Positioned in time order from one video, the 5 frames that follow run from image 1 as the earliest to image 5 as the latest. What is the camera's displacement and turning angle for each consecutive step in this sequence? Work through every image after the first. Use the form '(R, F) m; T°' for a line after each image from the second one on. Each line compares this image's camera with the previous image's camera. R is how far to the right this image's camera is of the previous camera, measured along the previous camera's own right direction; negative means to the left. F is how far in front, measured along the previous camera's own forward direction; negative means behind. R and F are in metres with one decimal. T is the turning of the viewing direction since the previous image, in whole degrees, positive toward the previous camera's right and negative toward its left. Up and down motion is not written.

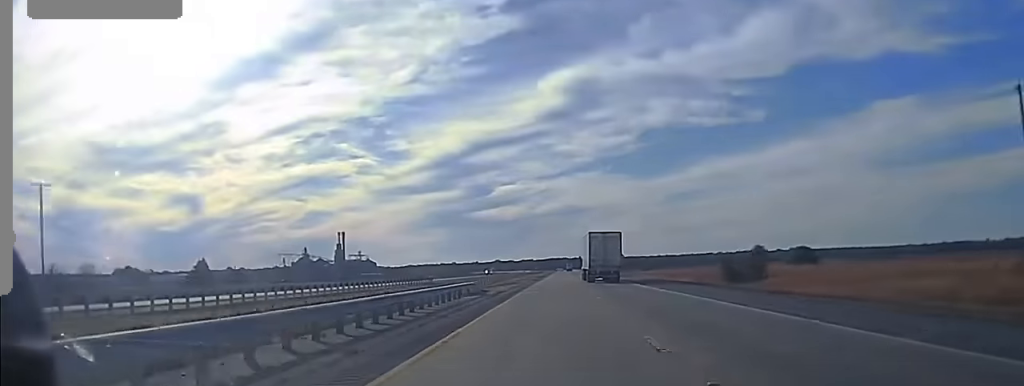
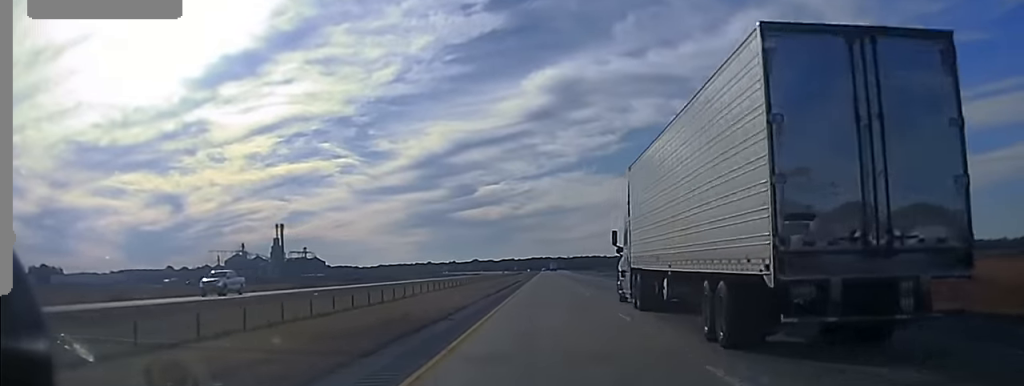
(+2.2, +151.0) m; +1°
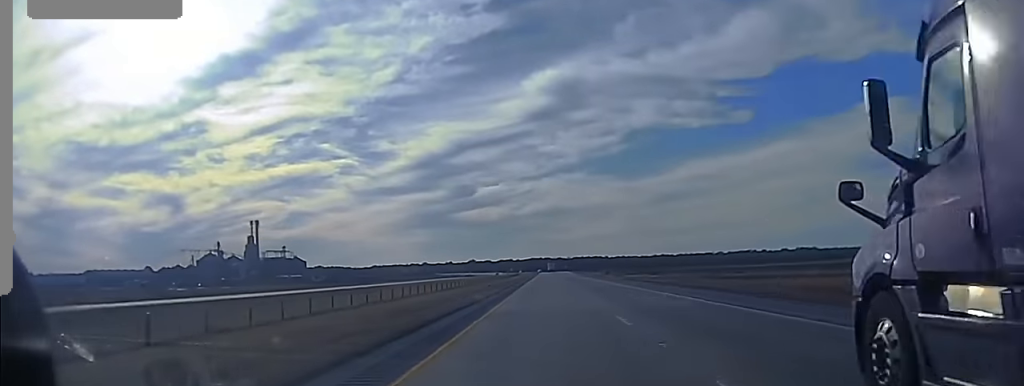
(+0.1, +63.5) m; 0°
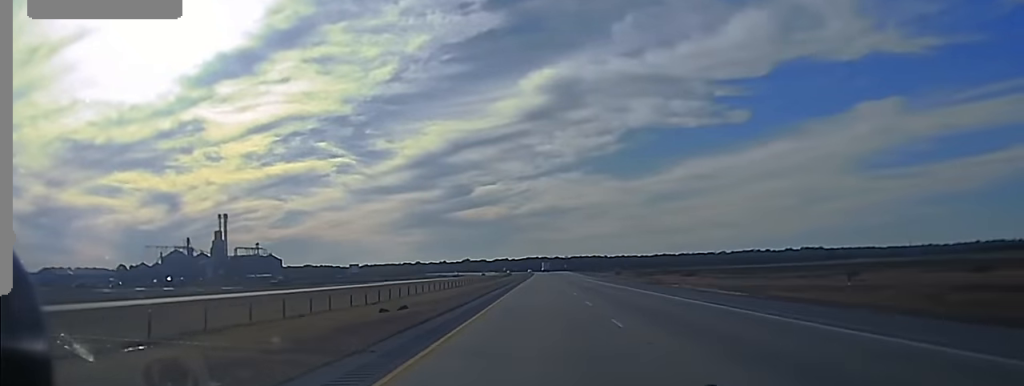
(-0.5, +59.1) m; 0°
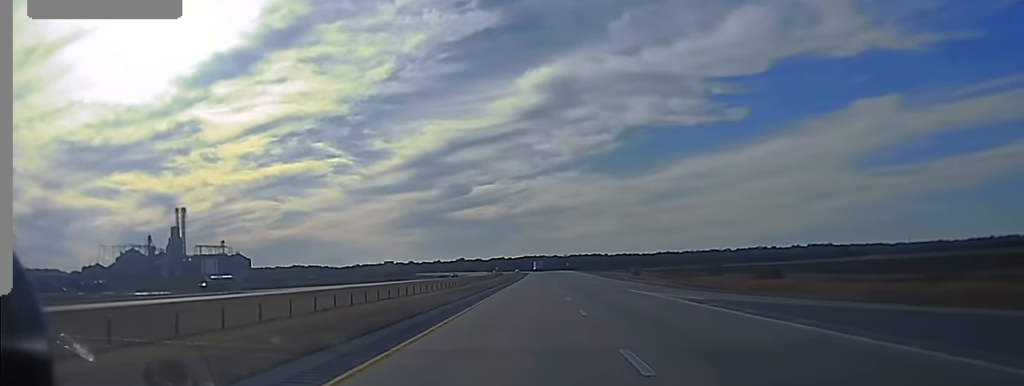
(+0.9, +70.1) m; +1°
